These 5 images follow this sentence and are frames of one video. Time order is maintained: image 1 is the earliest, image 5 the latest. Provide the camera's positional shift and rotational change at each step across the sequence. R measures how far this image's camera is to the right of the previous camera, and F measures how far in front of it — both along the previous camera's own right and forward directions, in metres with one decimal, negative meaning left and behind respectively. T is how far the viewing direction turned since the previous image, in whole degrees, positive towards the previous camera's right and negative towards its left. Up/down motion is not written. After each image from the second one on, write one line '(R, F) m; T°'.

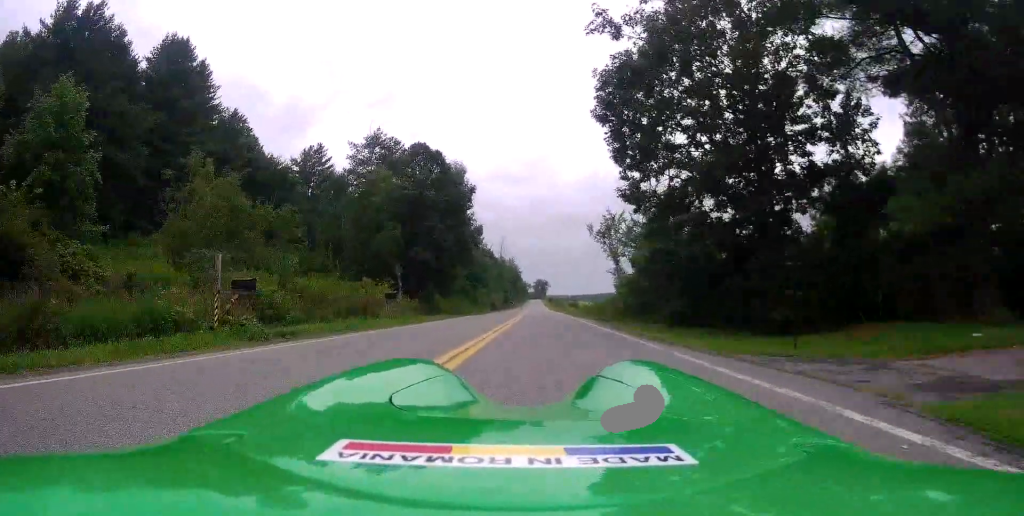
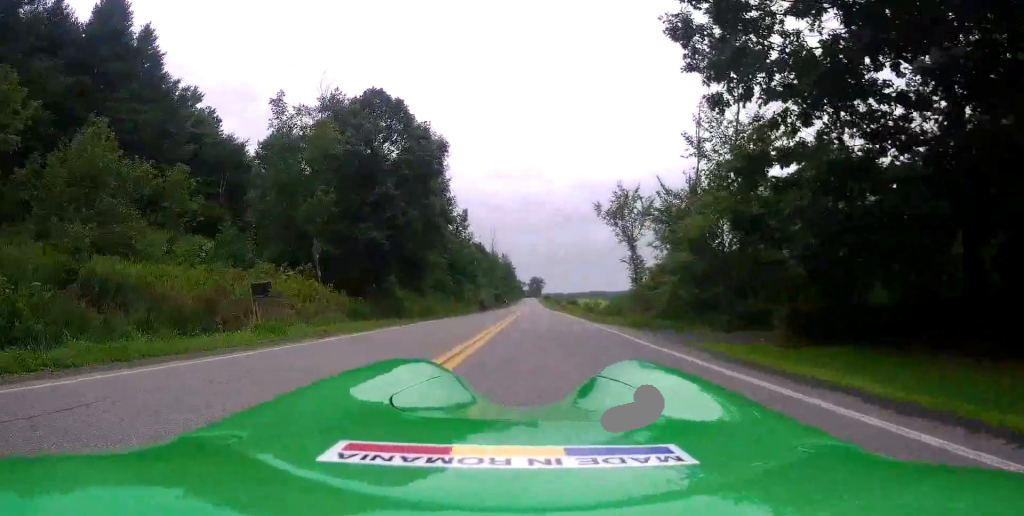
(-0.1, +11.8) m; 0°
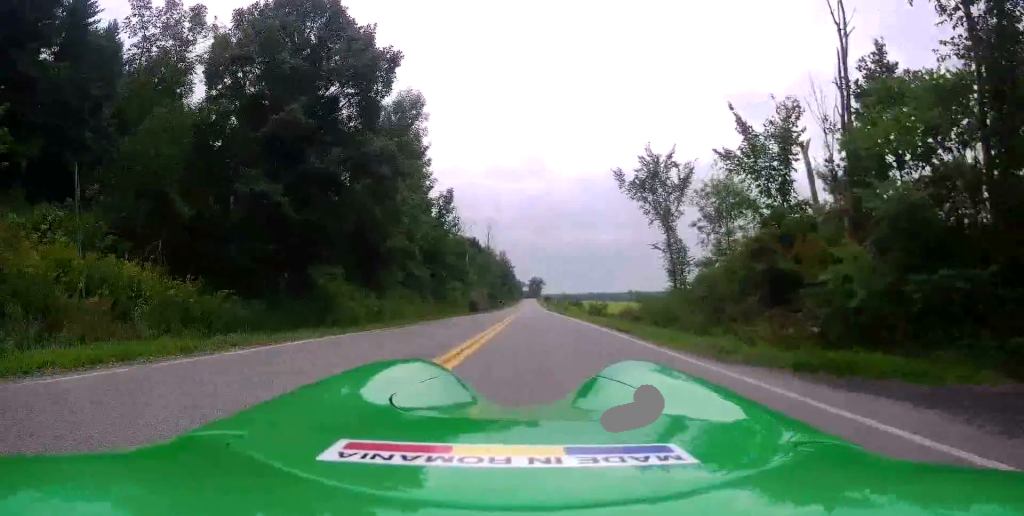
(0.0, +12.0) m; 0°
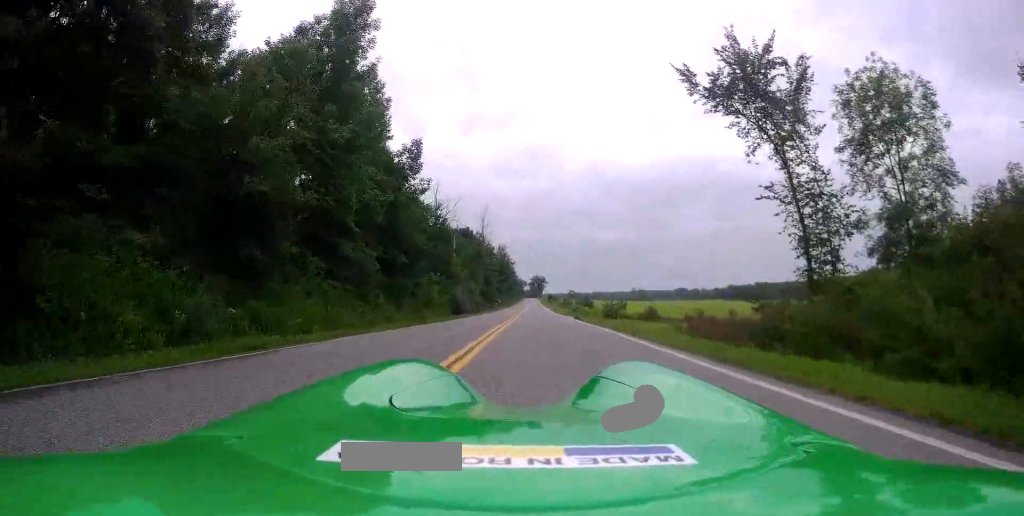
(0.0, +16.4) m; 0°
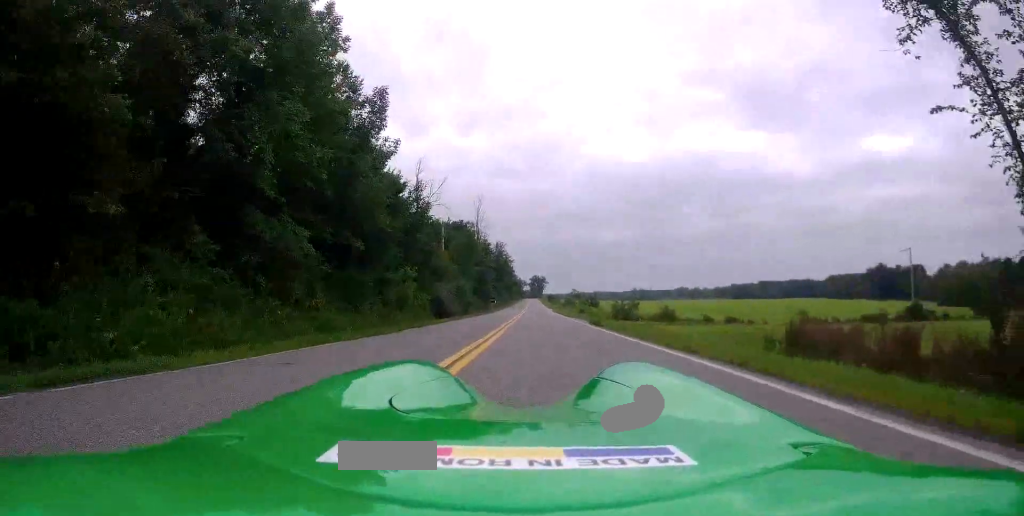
(+0.1, +10.6) m; +2°
